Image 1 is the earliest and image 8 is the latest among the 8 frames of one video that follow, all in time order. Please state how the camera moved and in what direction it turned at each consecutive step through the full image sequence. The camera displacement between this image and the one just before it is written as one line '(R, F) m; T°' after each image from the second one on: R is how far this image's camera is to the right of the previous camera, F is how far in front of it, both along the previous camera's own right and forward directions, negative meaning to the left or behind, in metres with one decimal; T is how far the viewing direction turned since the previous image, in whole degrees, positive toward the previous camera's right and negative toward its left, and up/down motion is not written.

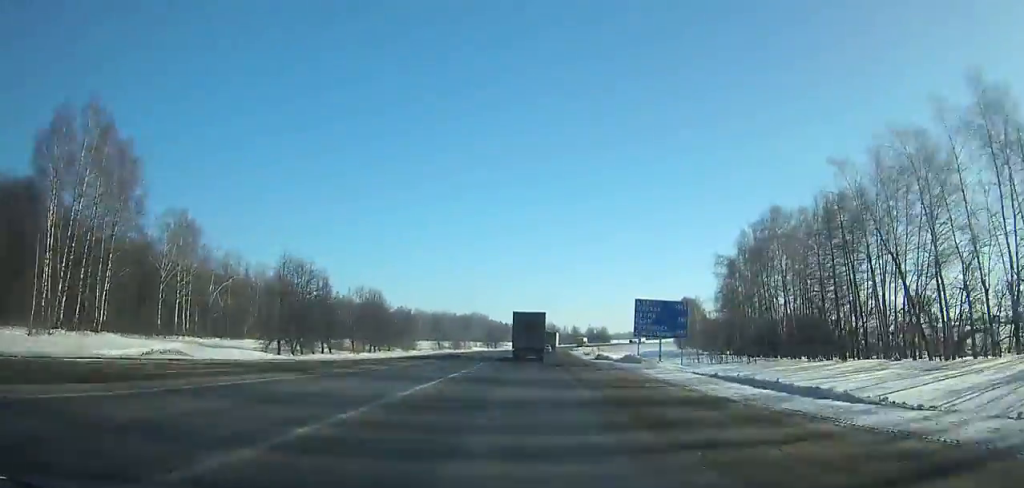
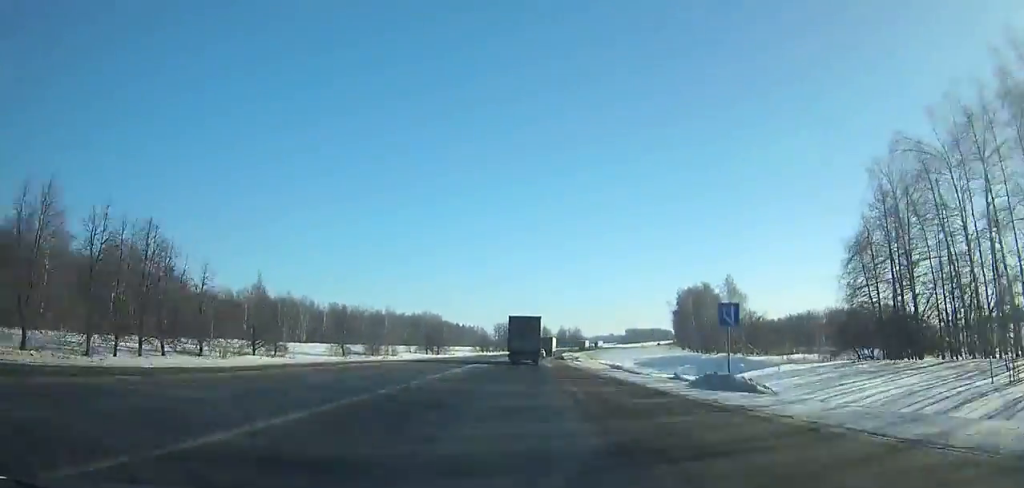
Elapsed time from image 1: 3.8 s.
(+2.8, +73.8) m; +4°
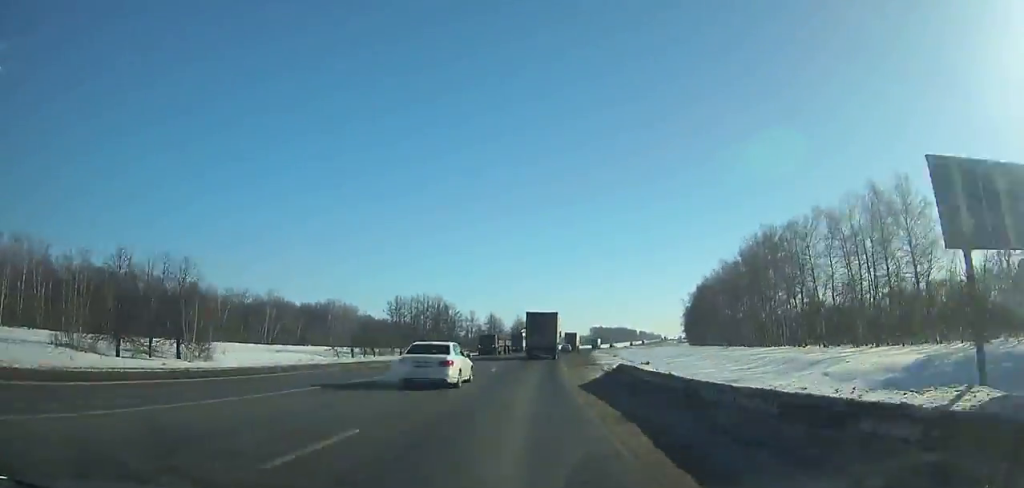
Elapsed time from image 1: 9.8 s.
(+5.5, +116.9) m; +6°
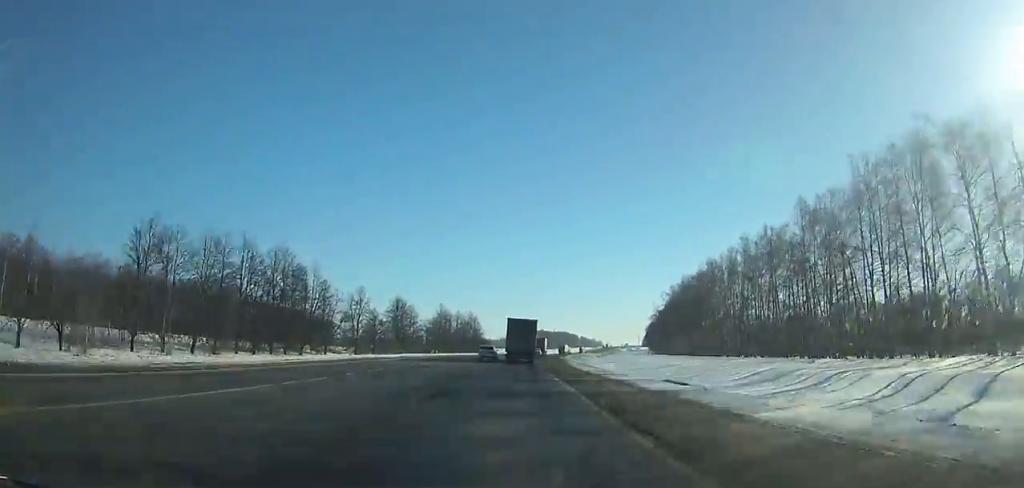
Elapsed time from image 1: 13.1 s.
(+2.5, +63.4) m; +4°
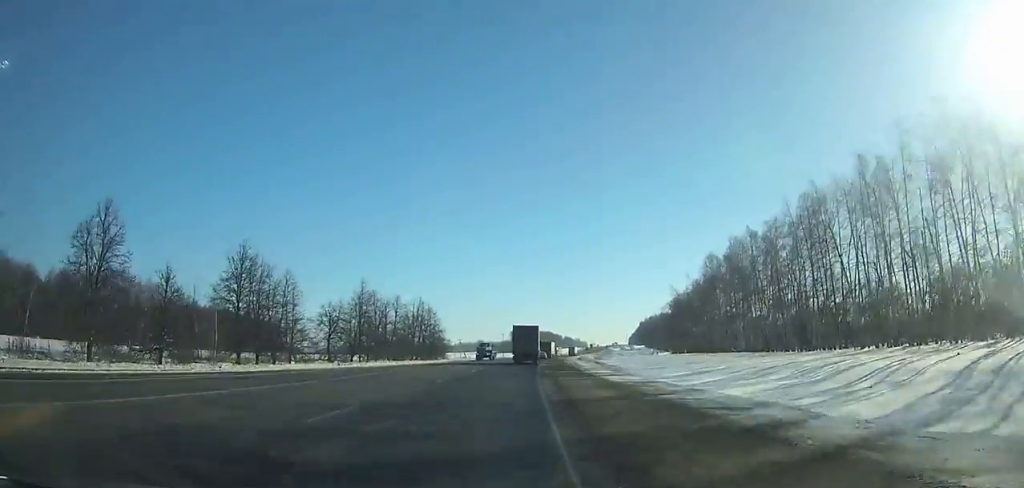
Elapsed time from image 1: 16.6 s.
(+1.9, +66.0) m; +3°
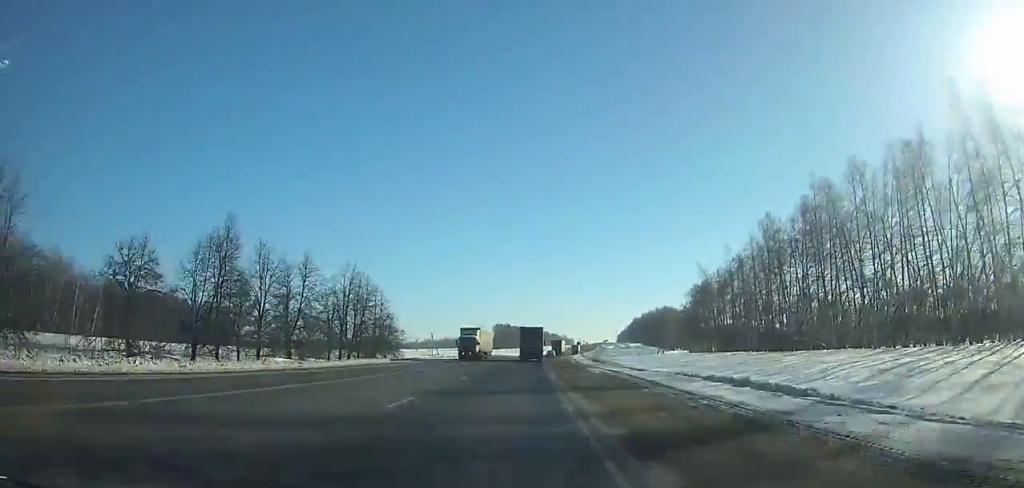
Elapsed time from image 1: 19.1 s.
(+0.4, +46.6) m; +1°
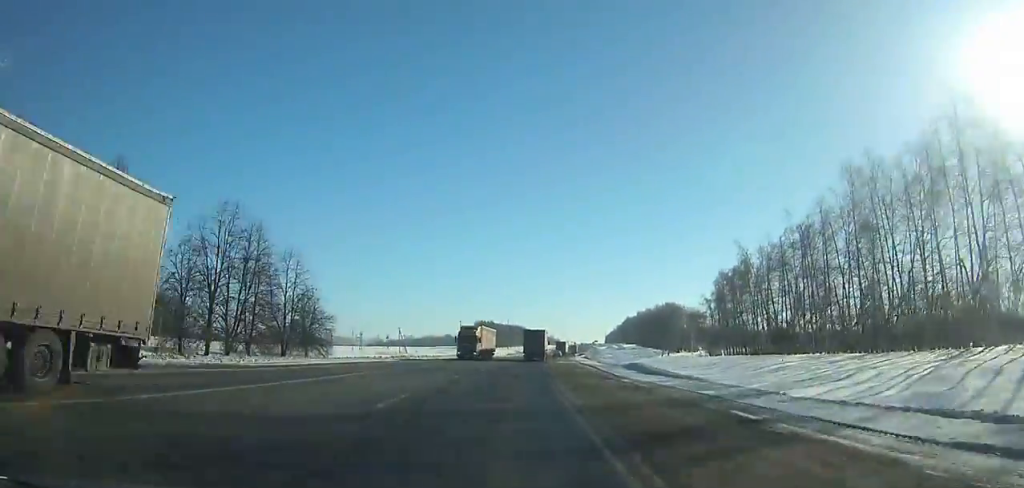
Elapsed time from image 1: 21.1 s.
(+0.5, +37.1) m; +2°
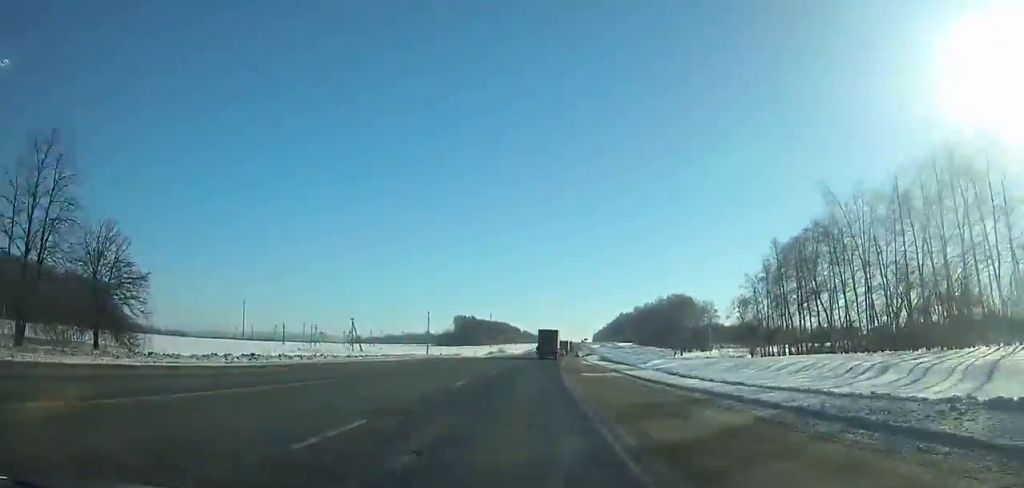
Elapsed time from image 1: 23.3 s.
(+0.6, +40.7) m; +2°
